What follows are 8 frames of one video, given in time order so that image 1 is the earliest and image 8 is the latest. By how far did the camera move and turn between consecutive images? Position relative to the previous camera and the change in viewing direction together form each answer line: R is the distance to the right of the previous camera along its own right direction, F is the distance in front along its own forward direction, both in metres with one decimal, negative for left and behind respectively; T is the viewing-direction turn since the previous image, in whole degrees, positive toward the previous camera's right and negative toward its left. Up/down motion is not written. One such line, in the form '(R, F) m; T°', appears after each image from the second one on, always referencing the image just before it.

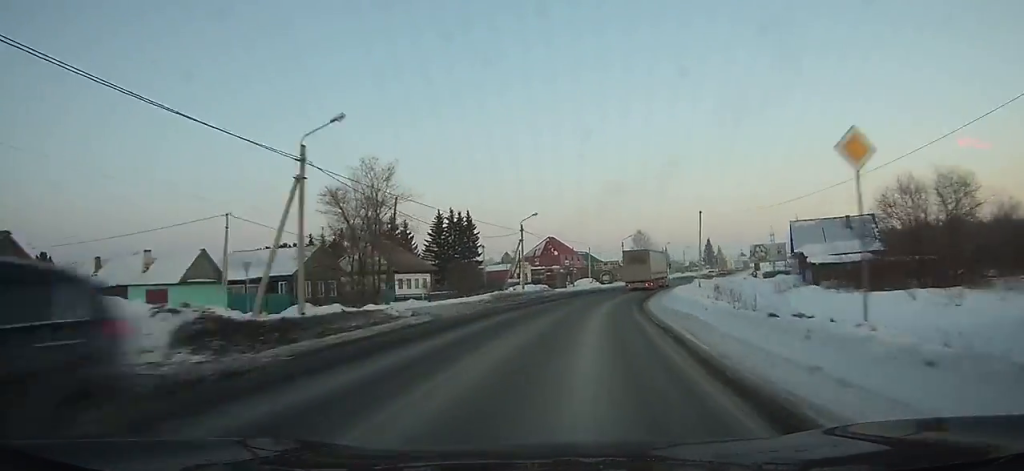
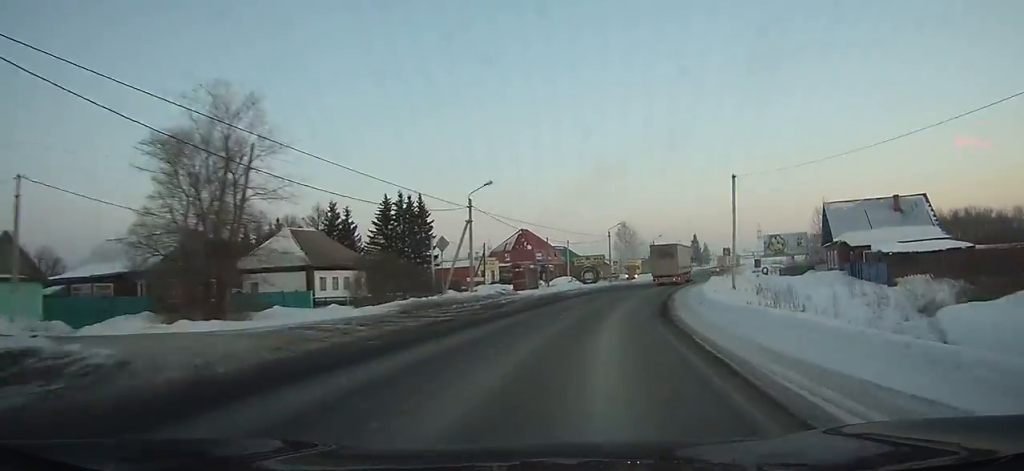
(-0.5, +18.0) m; +2°
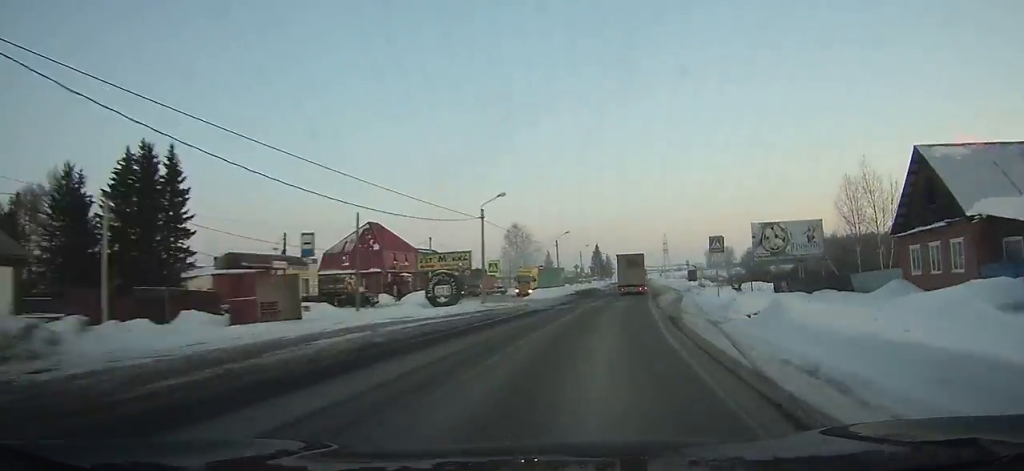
(+2.1, +35.4) m; +5°
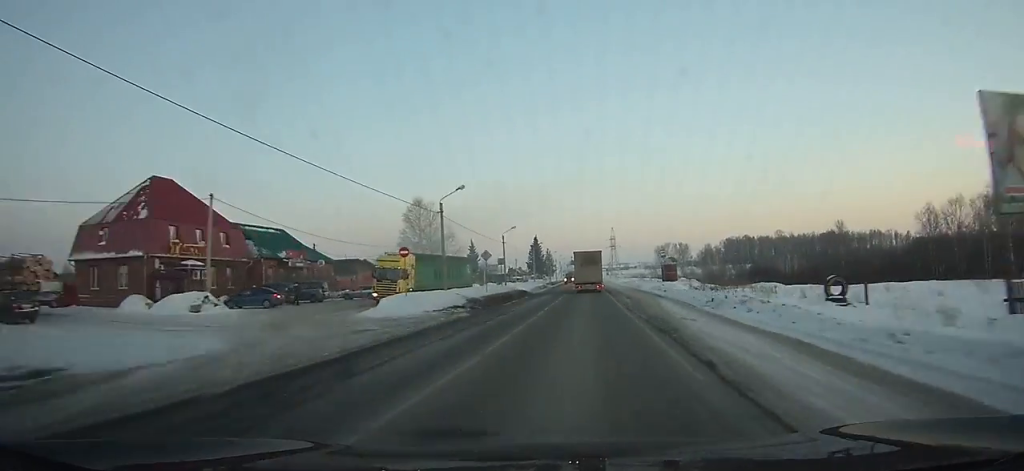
(+1.8, +36.1) m; +4°
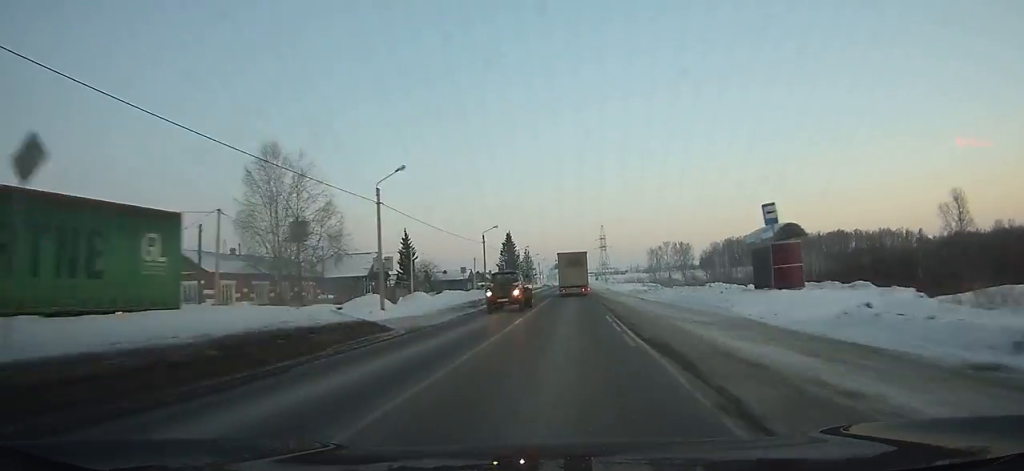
(+1.4, +41.7) m; +2°
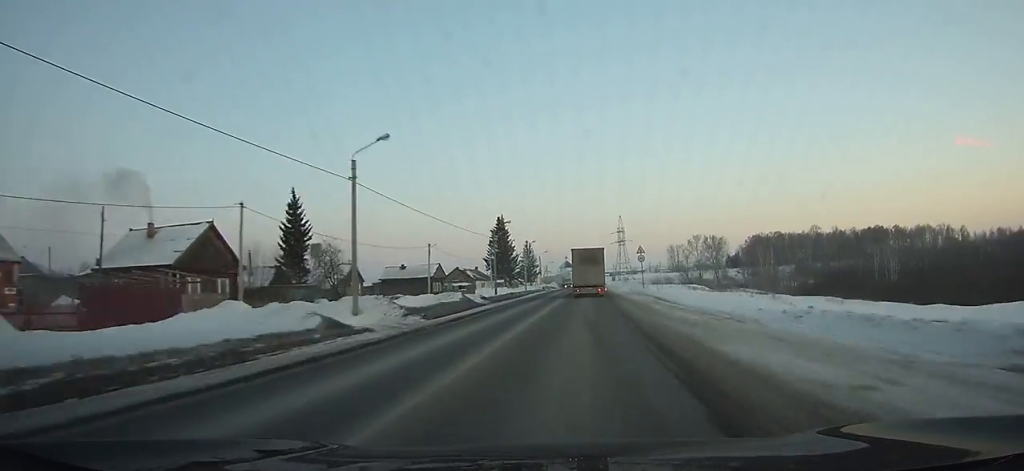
(+0.3, +40.3) m; +1°
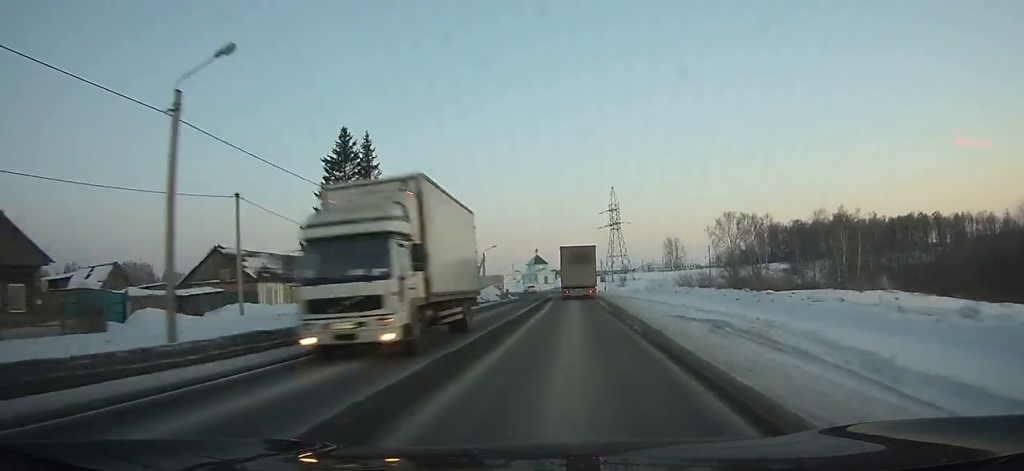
(+1.2, +77.1) m; +1°
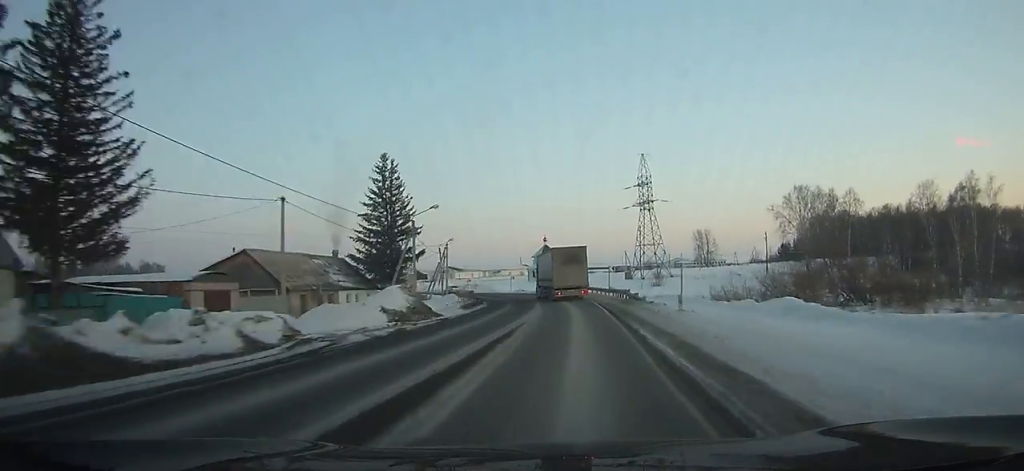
(-0.2, +41.1) m; -2°
